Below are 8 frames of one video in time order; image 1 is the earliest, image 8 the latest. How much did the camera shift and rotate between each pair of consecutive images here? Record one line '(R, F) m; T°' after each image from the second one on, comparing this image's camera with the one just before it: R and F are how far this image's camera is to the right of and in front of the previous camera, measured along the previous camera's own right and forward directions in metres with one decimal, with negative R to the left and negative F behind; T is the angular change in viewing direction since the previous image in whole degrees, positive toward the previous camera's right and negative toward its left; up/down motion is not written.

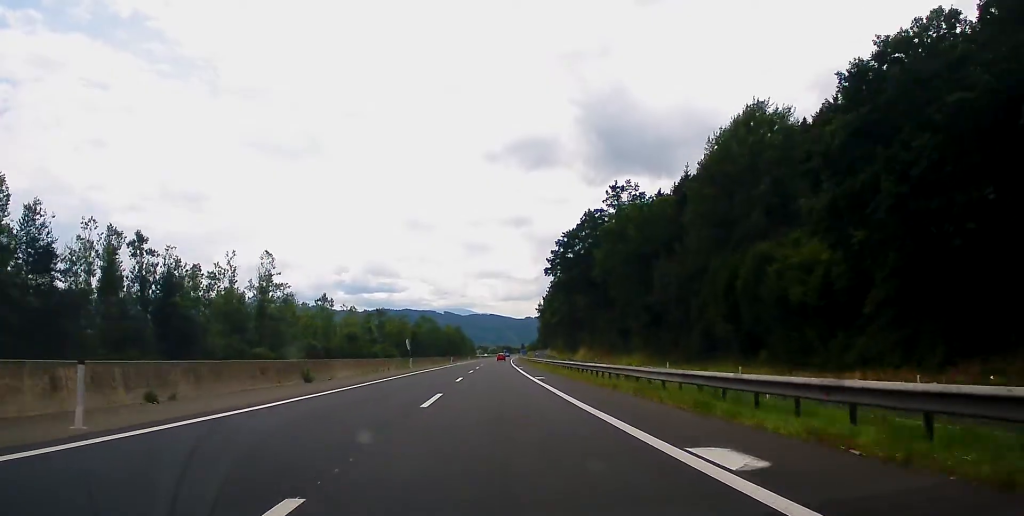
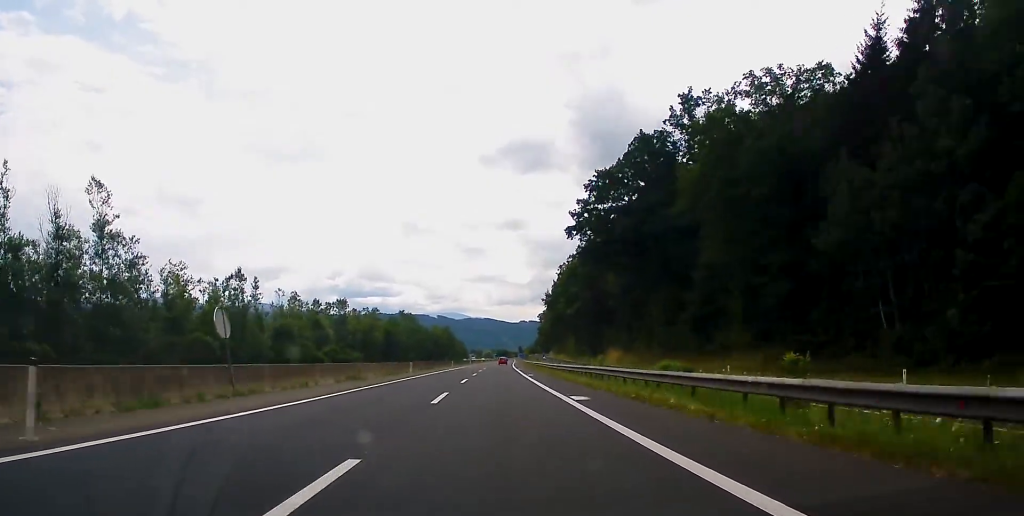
(-0.1, +51.2) m; 0°
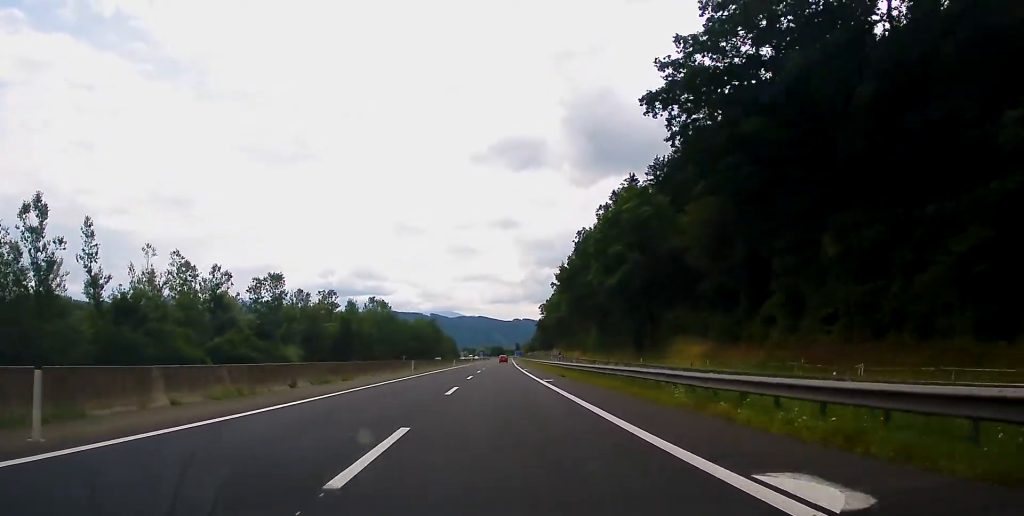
(+0.5, +49.7) m; +1°
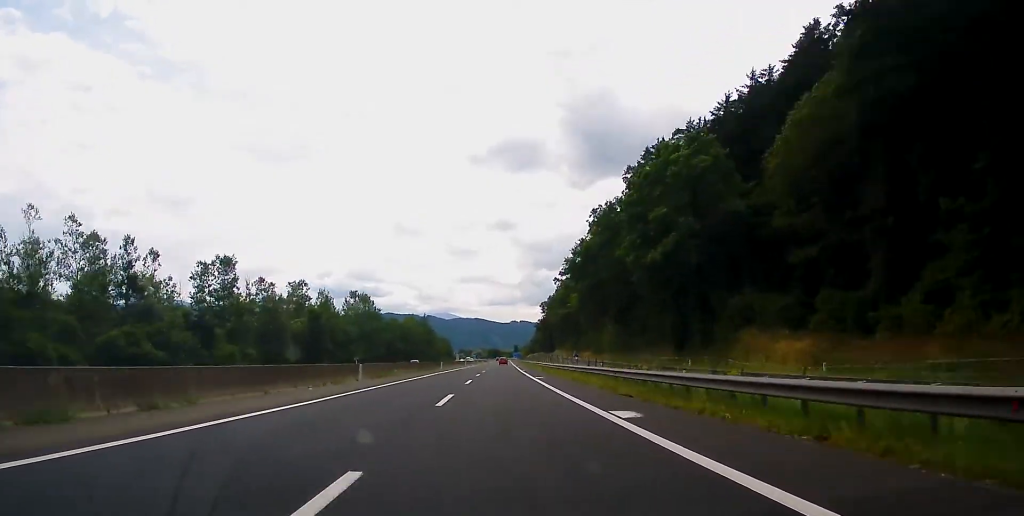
(+0.2, +23.0) m; 0°
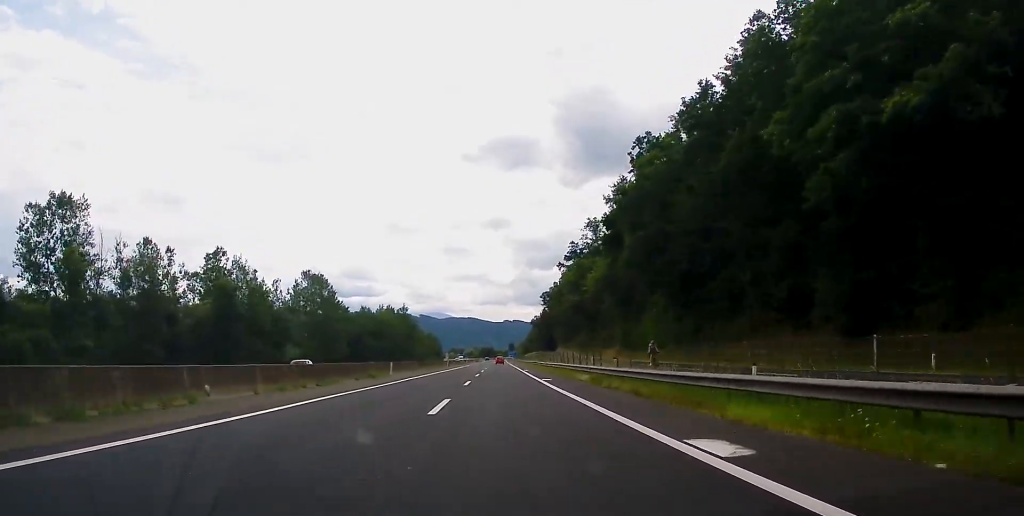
(-0.2, +39.3) m; +1°
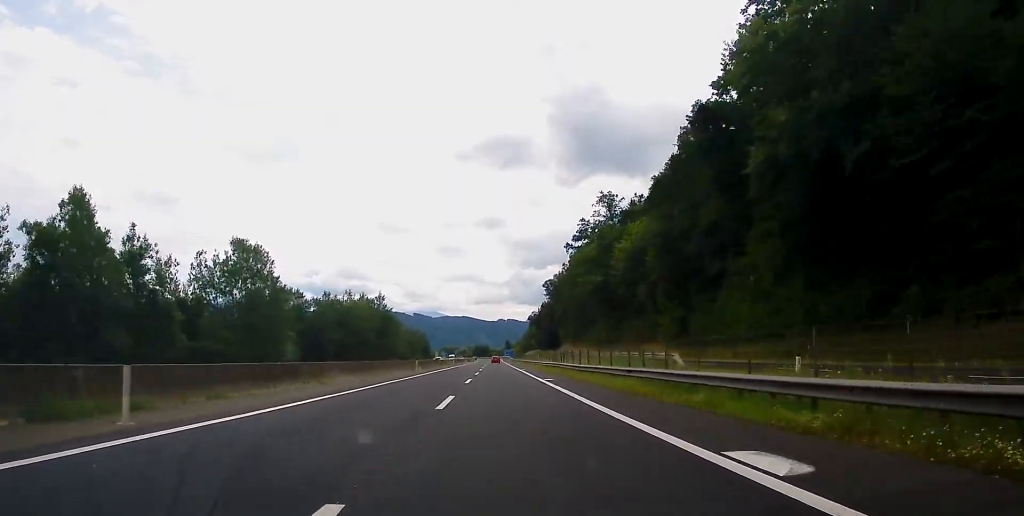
(+0.5, +34.5) m; 0°
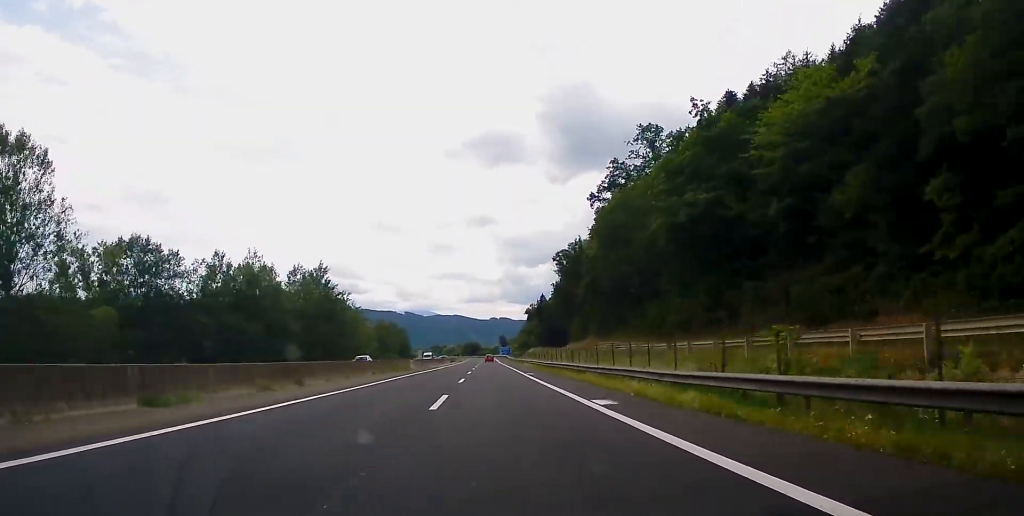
(-0.1, +54.4) m; 0°
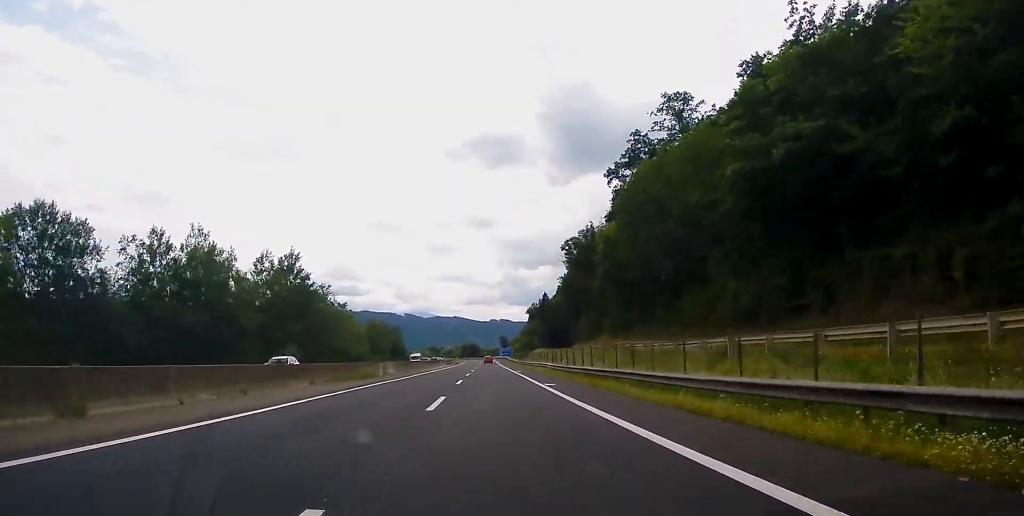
(+0.1, +17.5) m; 0°
